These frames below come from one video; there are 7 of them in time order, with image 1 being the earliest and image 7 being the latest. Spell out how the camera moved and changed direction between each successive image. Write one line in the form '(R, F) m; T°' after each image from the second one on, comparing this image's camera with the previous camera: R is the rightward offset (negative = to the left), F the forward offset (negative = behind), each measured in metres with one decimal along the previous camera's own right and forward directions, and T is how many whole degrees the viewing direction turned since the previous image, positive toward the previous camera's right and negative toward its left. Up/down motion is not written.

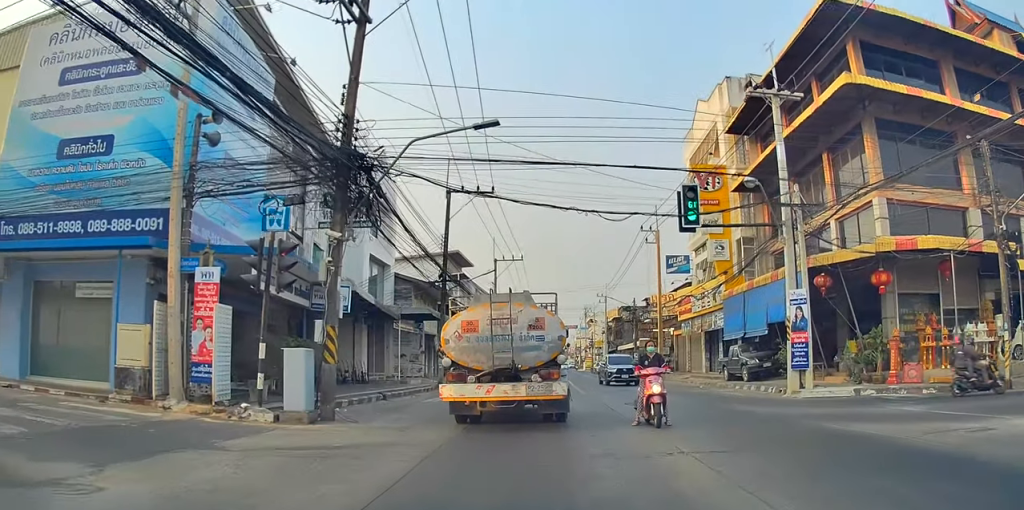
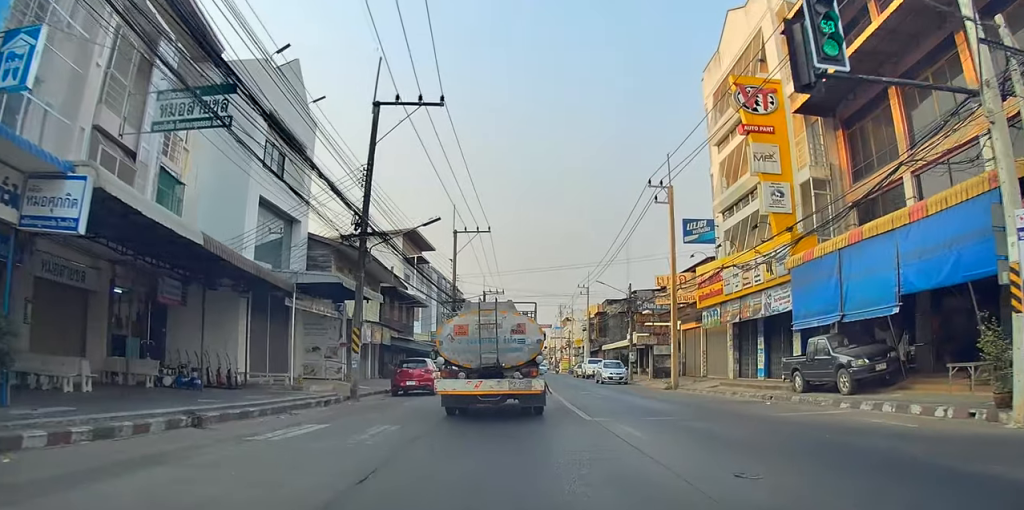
(-0.4, +11.1) m; +16°
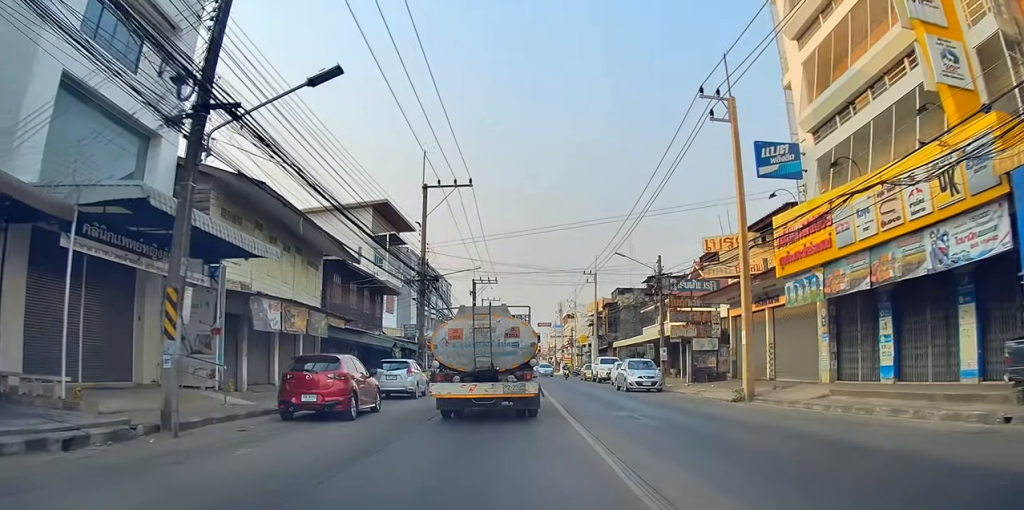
(0.0, +10.2) m; -3°
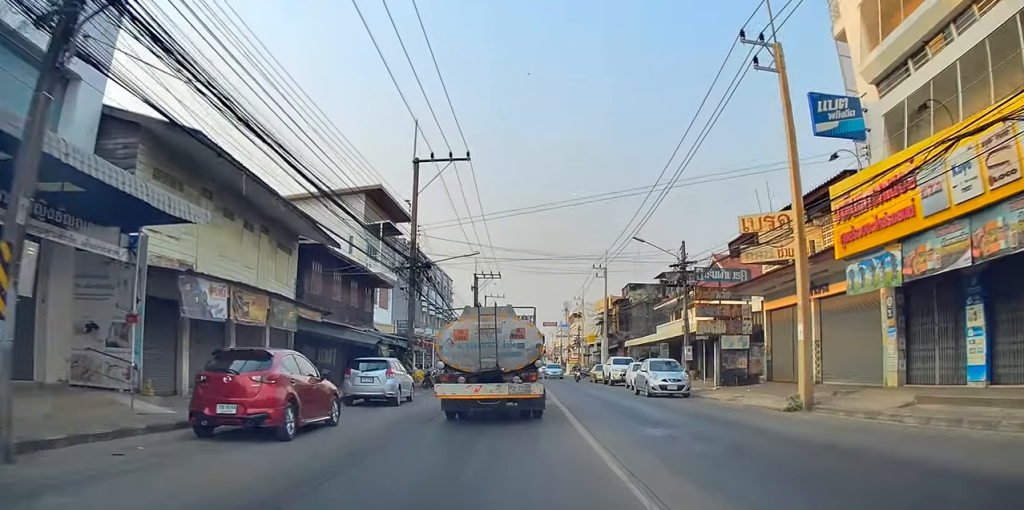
(-0.1, +3.9) m; -5°
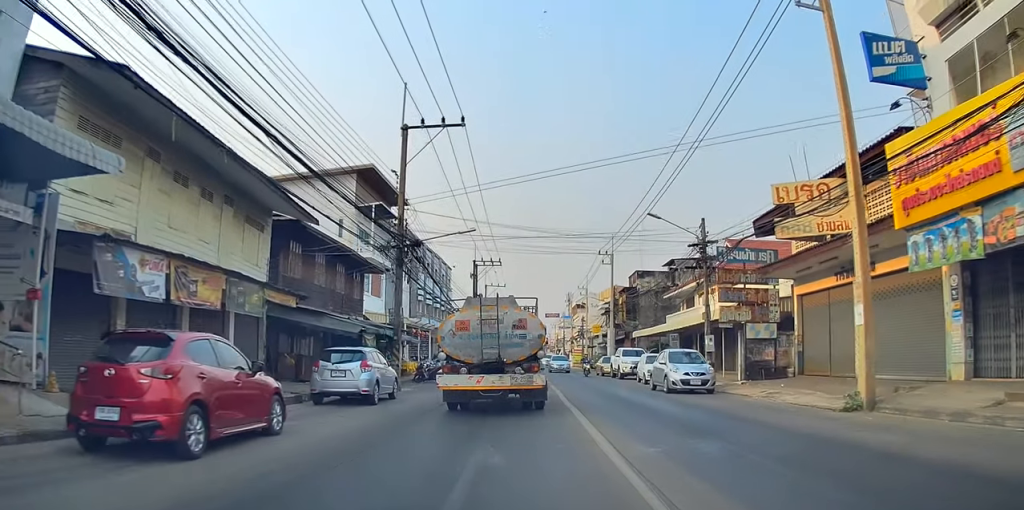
(+0.1, +2.9) m; -5°
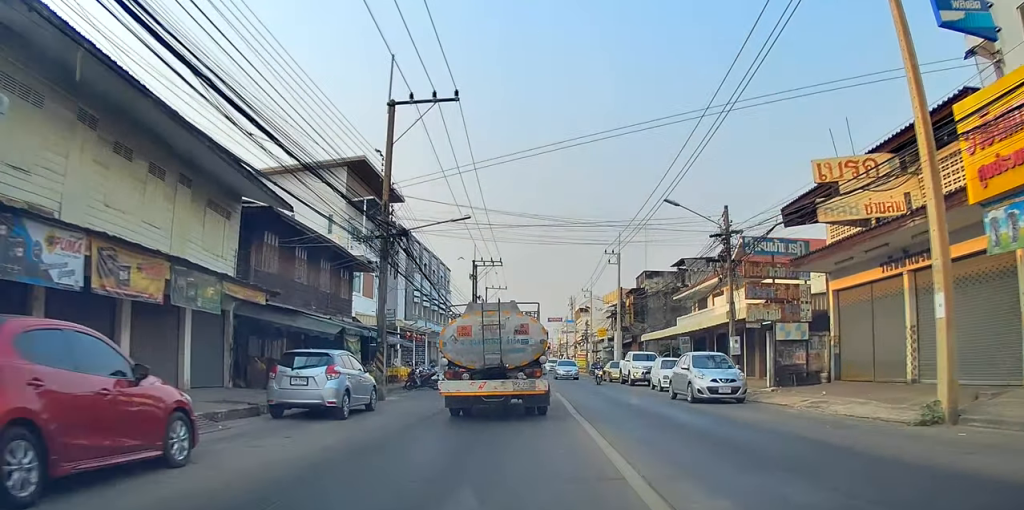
(-0.3, +2.7) m; -1°
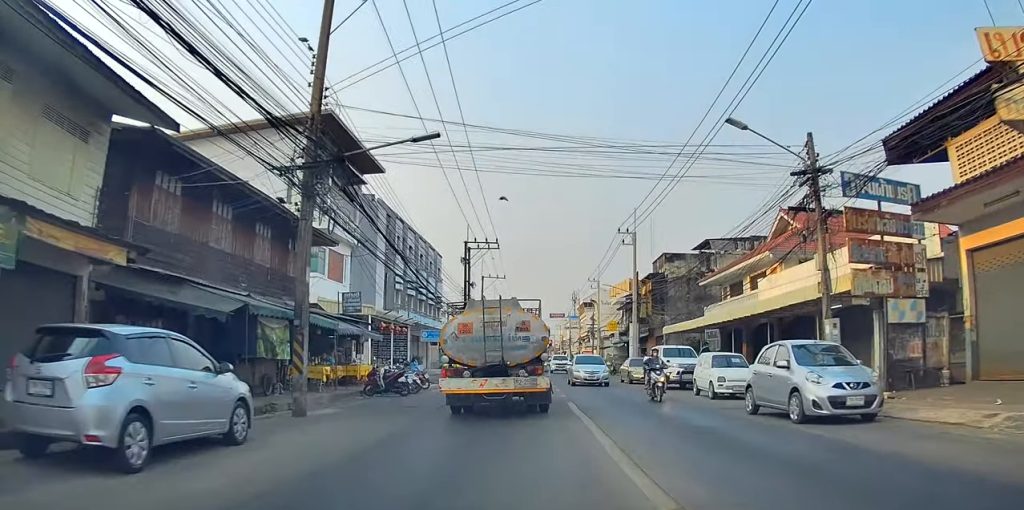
(-0.3, +7.1) m; -2°
